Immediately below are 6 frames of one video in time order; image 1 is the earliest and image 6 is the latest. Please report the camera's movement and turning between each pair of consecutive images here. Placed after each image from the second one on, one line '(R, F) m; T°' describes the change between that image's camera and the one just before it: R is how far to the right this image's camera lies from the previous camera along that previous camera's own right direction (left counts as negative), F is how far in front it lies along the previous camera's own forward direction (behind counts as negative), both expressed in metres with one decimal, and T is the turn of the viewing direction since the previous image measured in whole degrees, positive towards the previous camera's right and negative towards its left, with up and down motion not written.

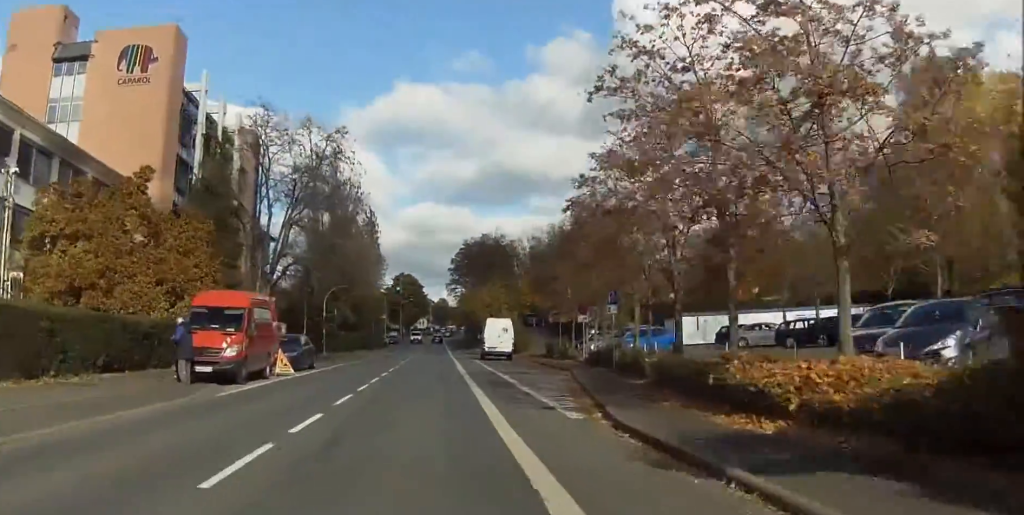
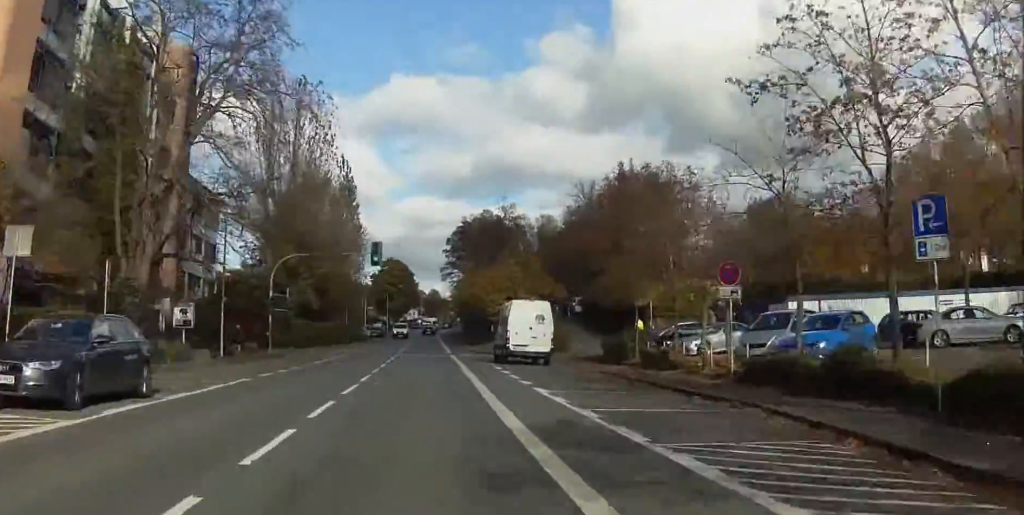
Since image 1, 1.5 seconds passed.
(+2.7, +19.8) m; -1°
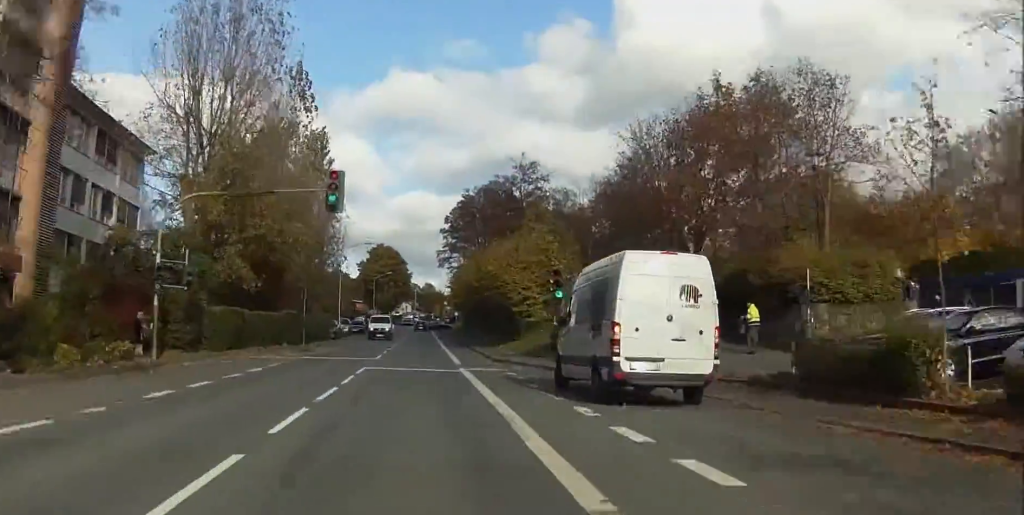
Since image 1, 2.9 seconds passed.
(-5.1, +26.9) m; -8°
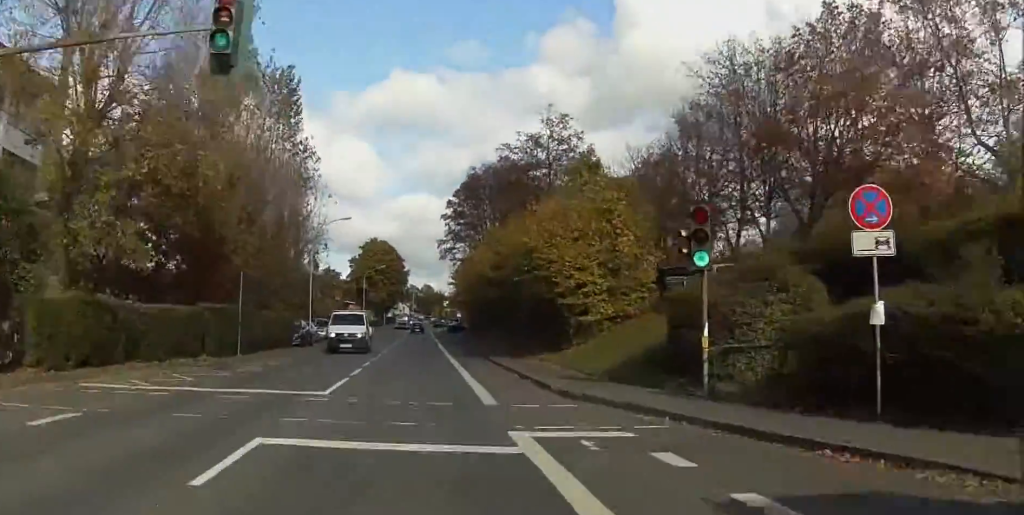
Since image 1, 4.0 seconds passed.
(+1.0, +23.1) m; +5°
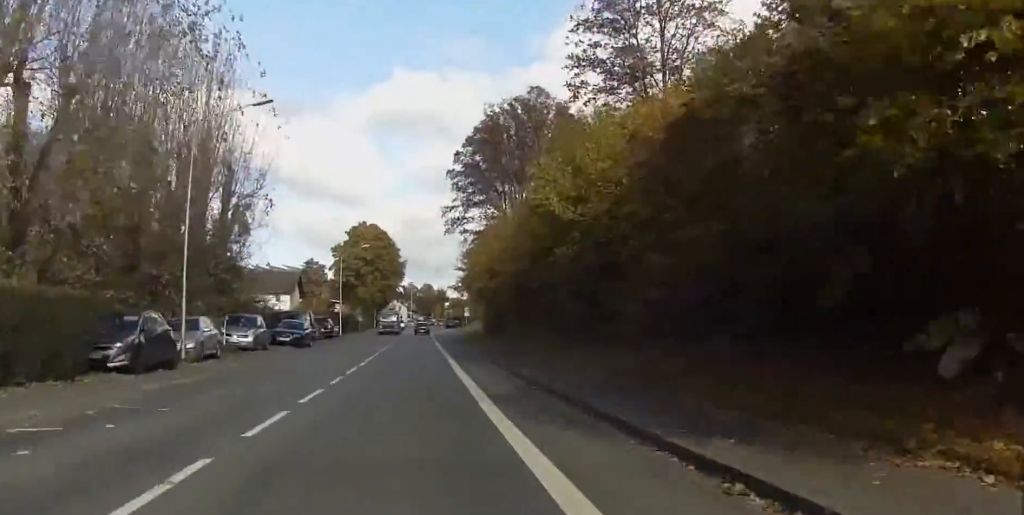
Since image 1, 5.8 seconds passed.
(+1.2, +34.2) m; +1°
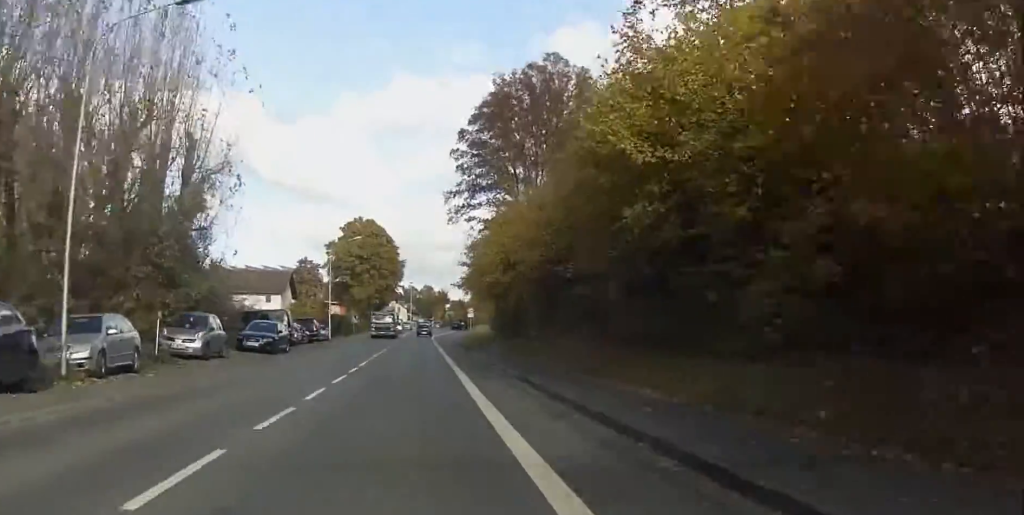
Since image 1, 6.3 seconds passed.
(+0.1, +9.3) m; -1°
